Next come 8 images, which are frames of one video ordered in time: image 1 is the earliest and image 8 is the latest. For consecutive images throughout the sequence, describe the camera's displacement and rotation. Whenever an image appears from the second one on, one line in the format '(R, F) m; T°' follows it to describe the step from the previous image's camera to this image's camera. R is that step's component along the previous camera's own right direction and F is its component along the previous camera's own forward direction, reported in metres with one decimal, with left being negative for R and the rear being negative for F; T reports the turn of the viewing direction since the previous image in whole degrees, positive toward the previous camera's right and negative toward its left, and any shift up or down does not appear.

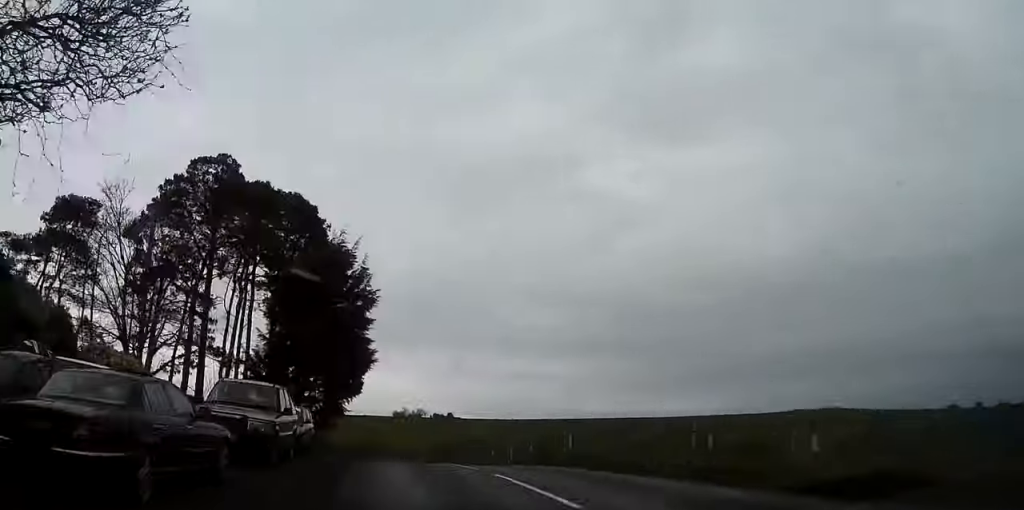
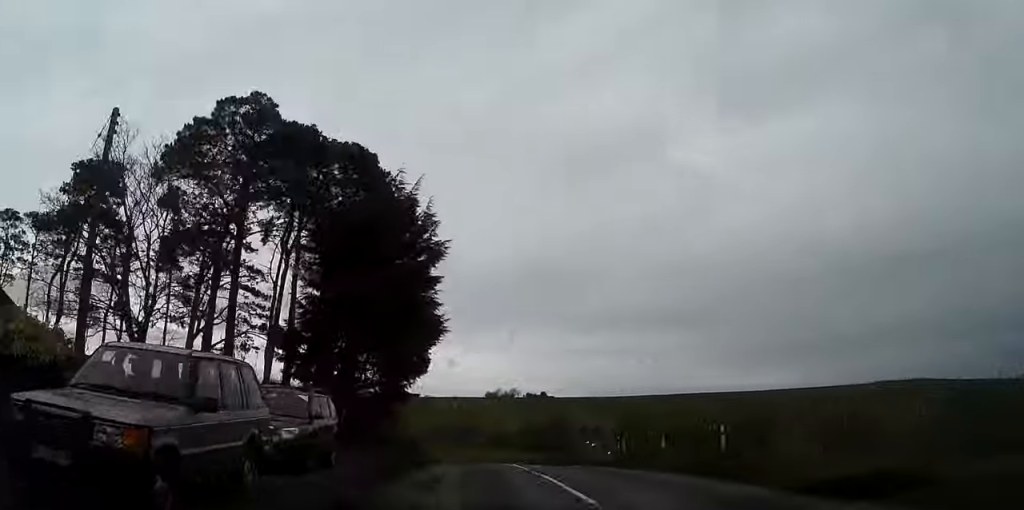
(-0.9, +8.2) m; -5°
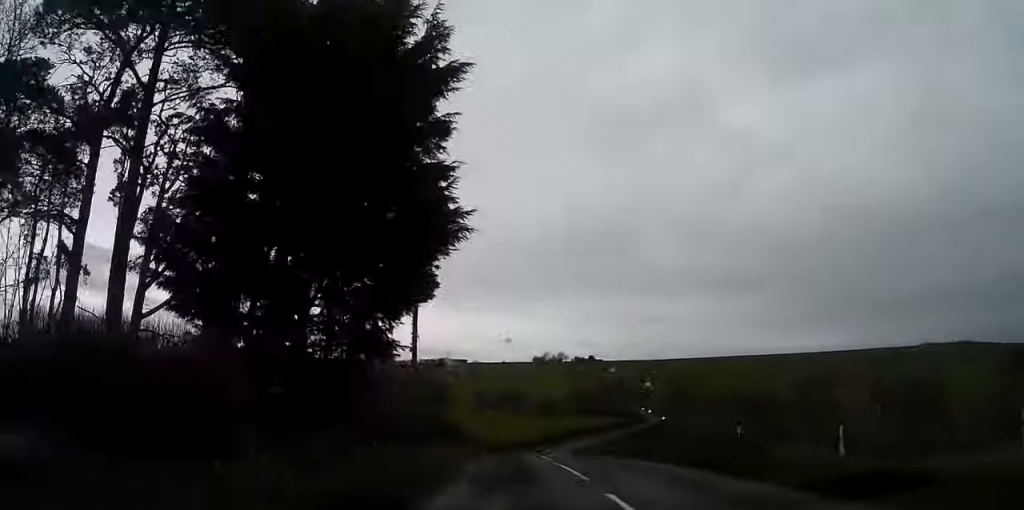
(-1.0, +13.9) m; -5°
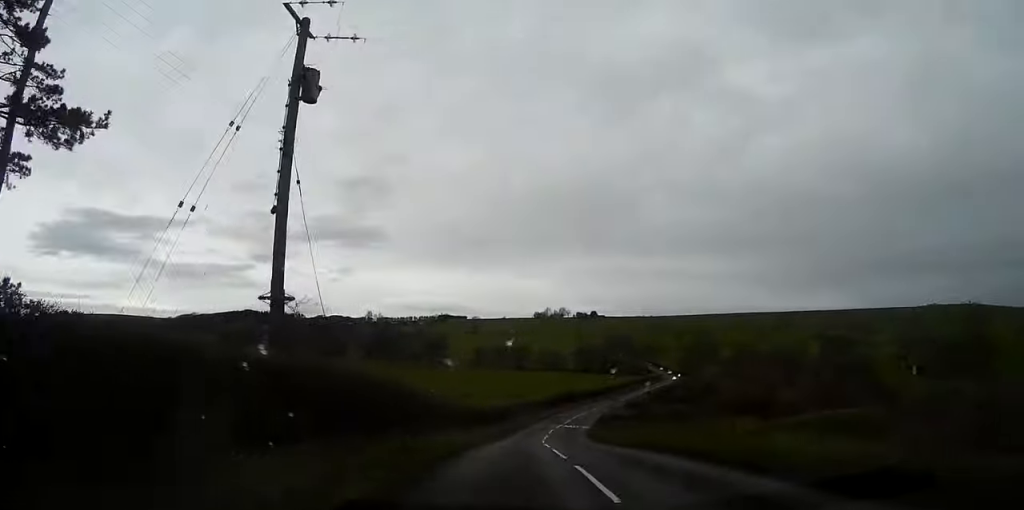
(-0.6, +21.9) m; -2°
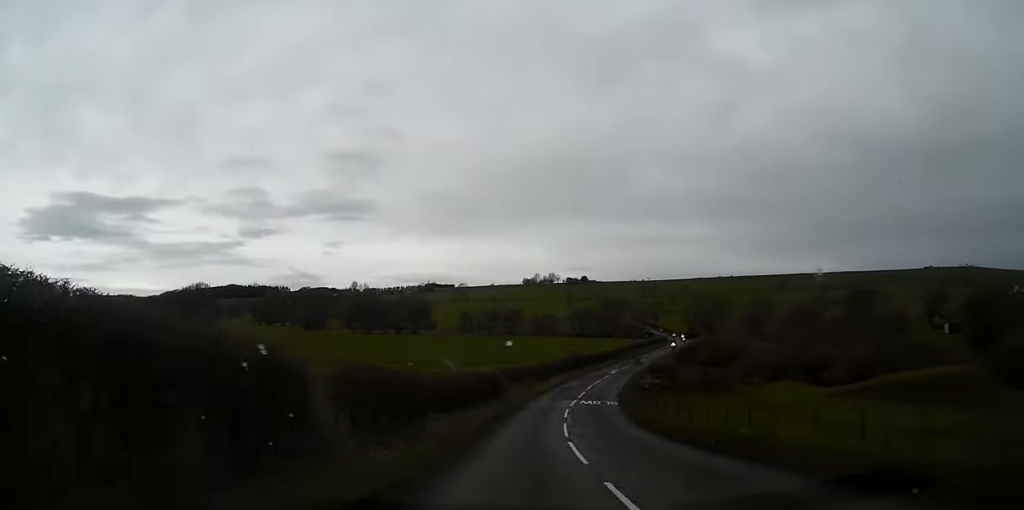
(-0.1, +21.9) m; 0°
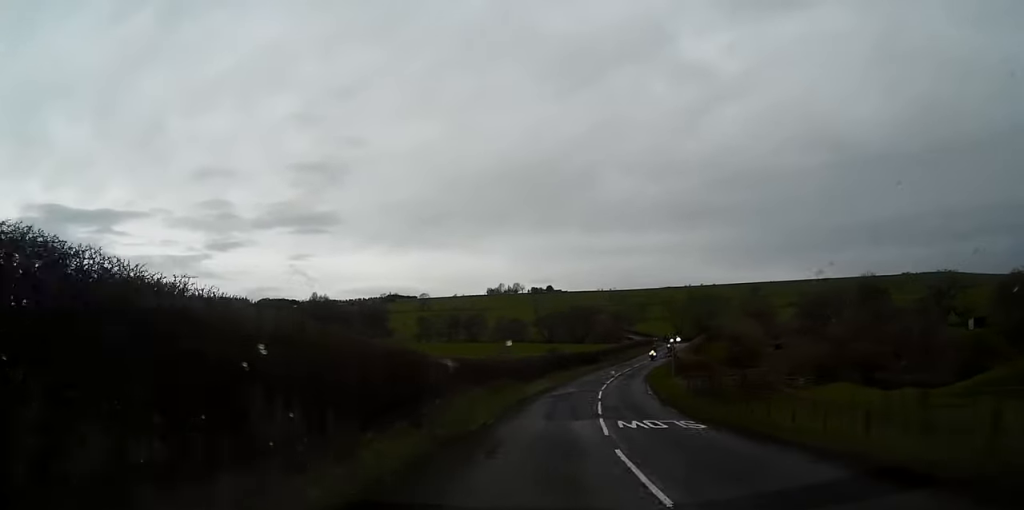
(+0.5, +25.4) m; +3°
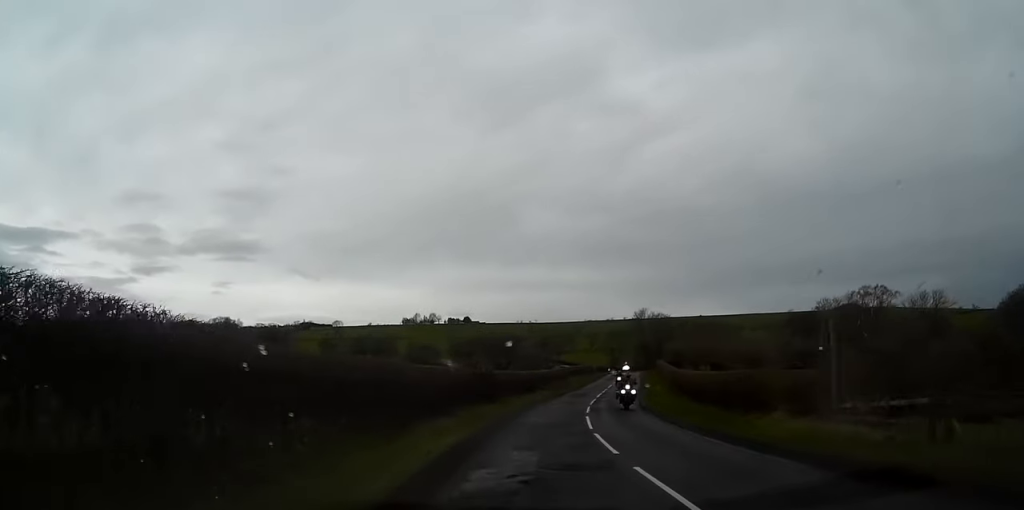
(+1.3, +27.7) m; +6°
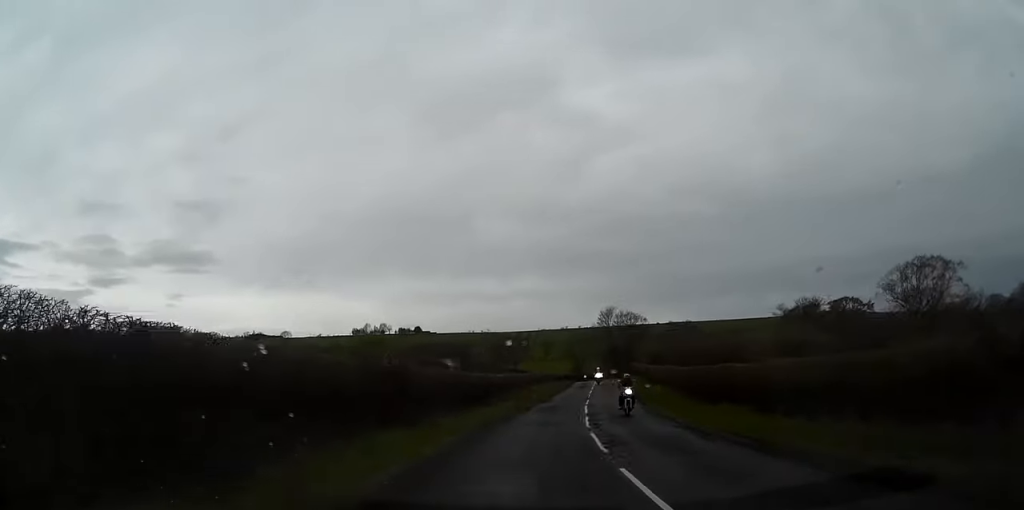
(+0.6, +17.9) m; +4°
